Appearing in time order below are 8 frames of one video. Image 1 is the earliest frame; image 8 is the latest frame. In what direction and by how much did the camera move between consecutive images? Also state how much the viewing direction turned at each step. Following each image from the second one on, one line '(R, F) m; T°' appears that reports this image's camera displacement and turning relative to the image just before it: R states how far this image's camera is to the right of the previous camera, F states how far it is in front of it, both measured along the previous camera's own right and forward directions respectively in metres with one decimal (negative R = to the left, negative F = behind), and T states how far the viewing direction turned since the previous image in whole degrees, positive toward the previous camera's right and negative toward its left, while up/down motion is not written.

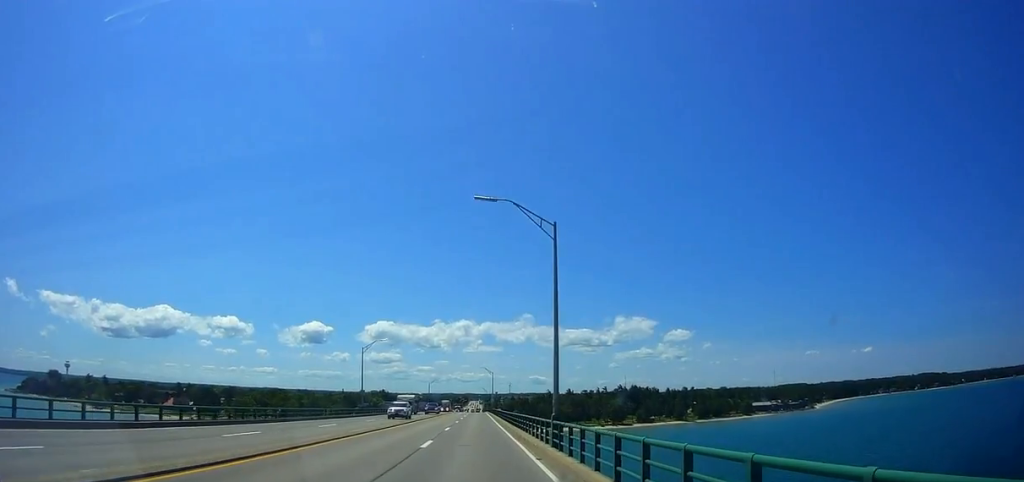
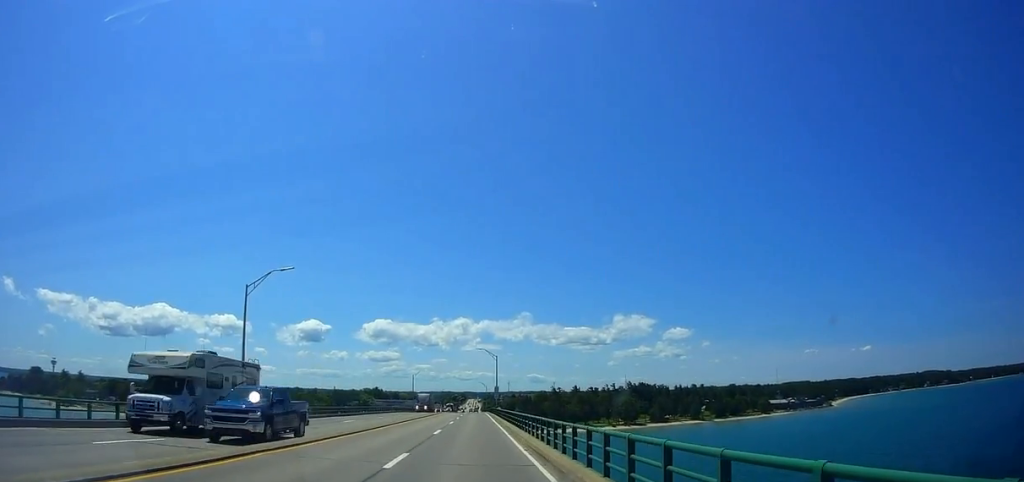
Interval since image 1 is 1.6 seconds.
(-0.8, +37.6) m; -1°
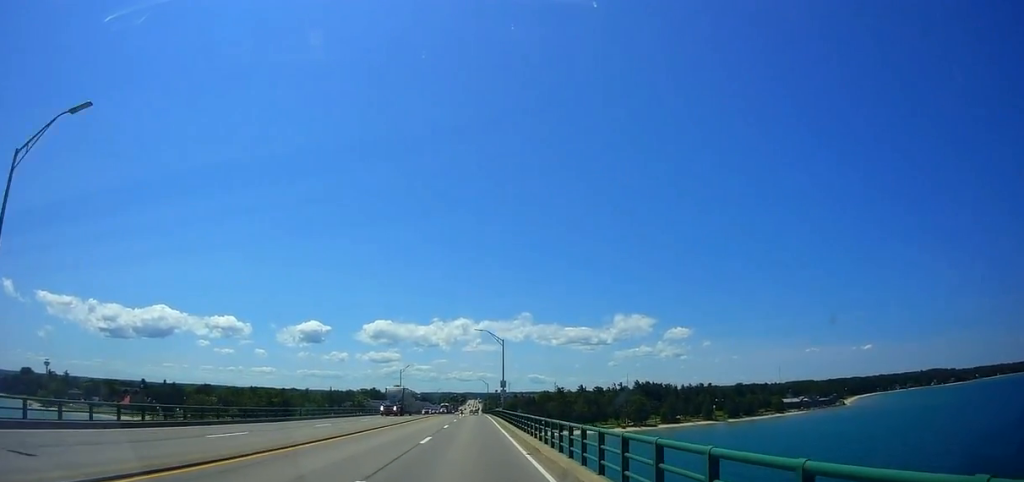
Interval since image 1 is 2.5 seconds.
(+0.6, +21.8) m; +1°
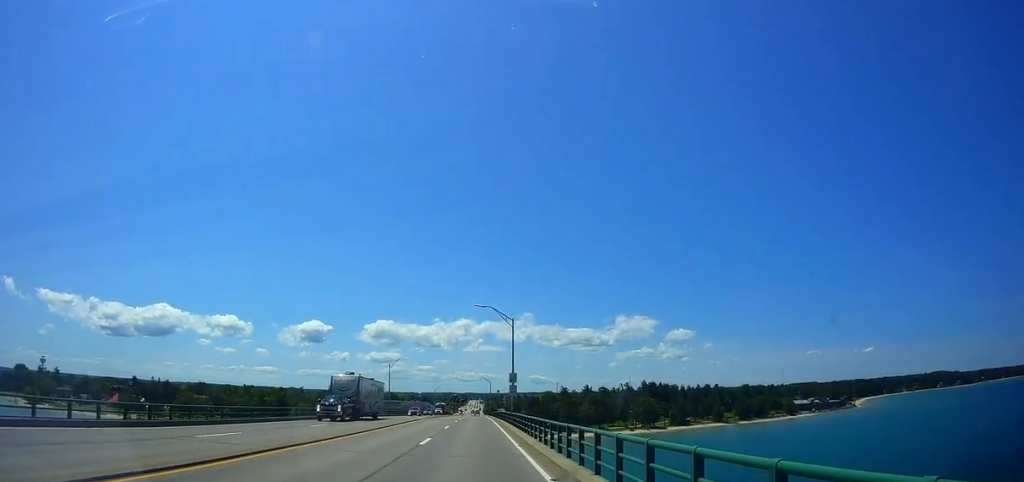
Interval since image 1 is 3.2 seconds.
(0.0, +15.7) m; 0°
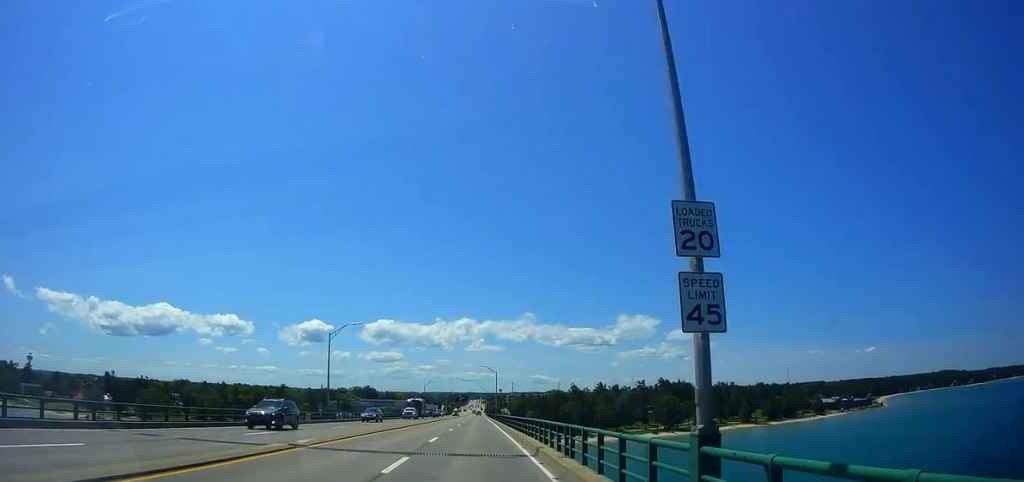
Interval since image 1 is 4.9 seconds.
(0.0, +39.8) m; 0°
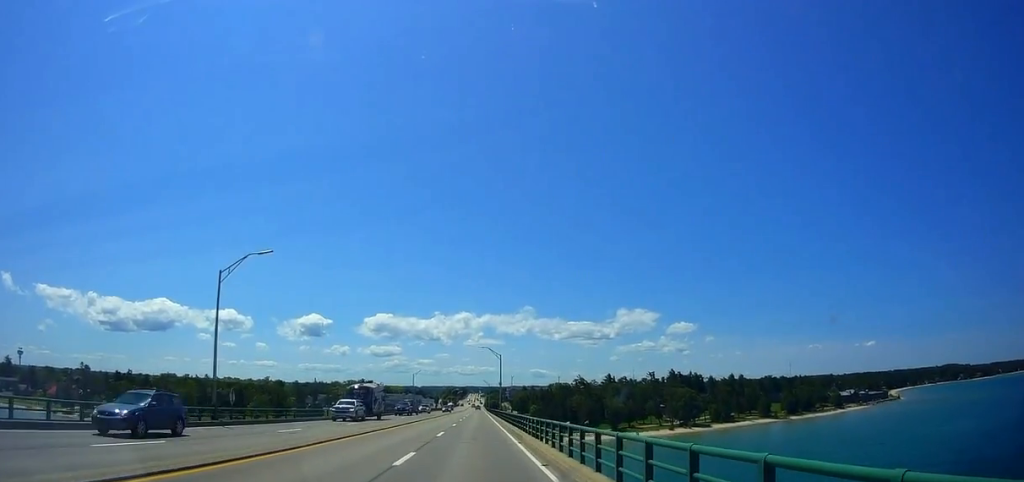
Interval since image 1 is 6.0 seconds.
(0.0, +25.0) m; 0°
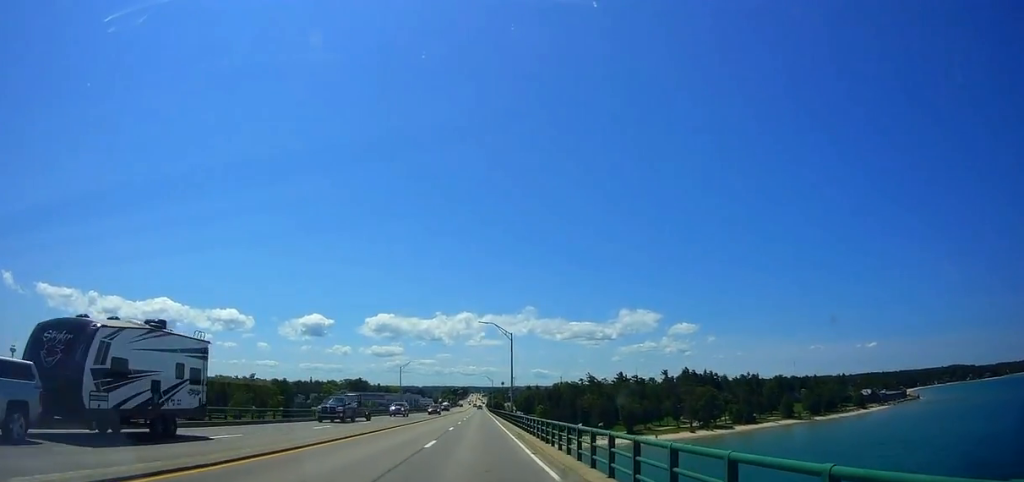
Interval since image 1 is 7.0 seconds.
(0.0, +23.5) m; 0°
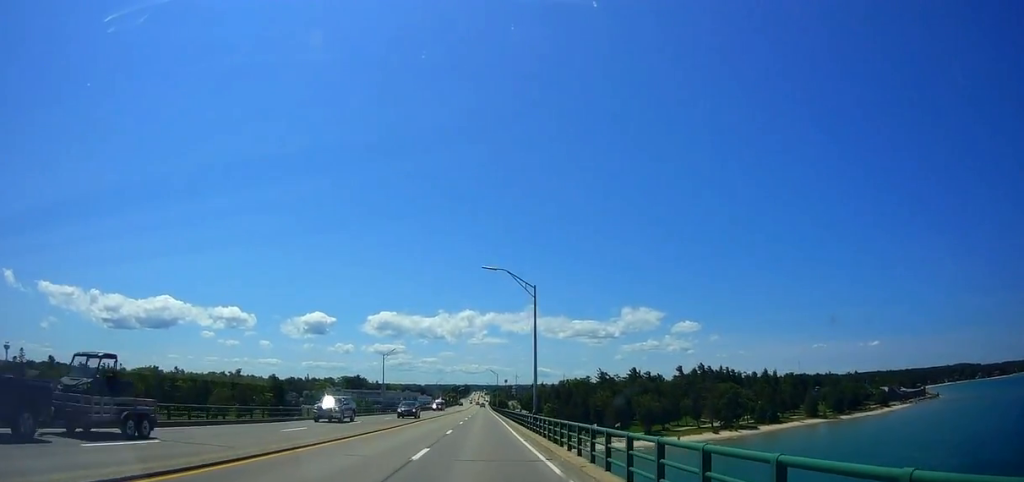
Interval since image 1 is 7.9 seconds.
(-0.1, +21.2) m; -1°
